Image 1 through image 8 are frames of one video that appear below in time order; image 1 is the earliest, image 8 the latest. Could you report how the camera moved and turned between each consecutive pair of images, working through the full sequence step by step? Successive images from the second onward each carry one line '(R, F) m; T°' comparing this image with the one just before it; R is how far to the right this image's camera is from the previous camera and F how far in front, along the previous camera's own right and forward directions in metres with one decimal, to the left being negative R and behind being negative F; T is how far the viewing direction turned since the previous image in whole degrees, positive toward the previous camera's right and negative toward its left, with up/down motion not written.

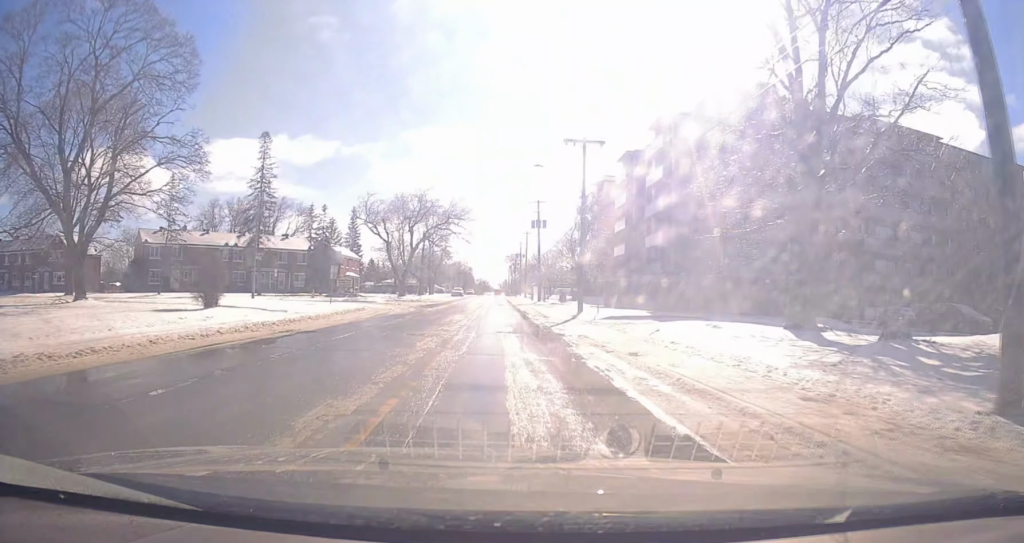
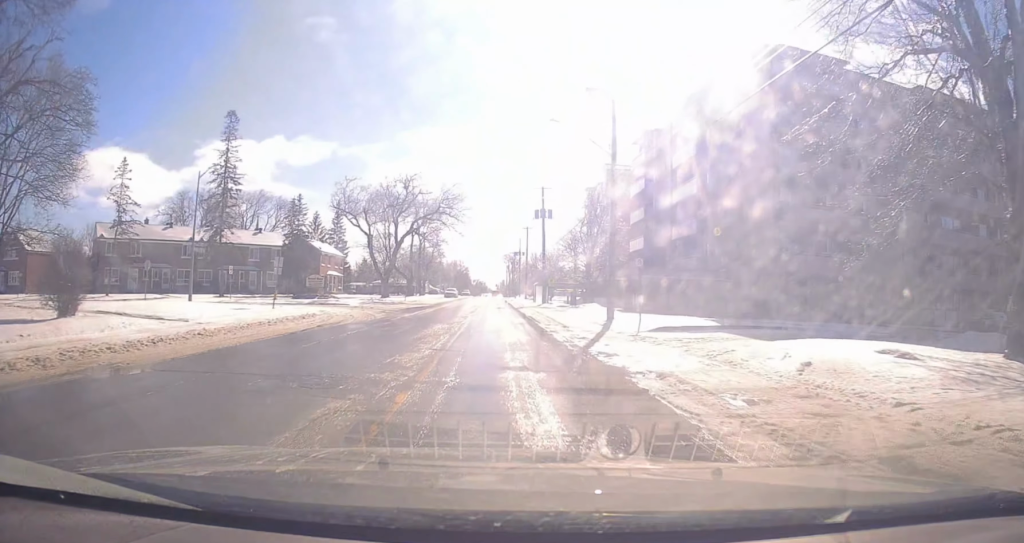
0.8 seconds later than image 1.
(0.0, +7.8) m; 0°
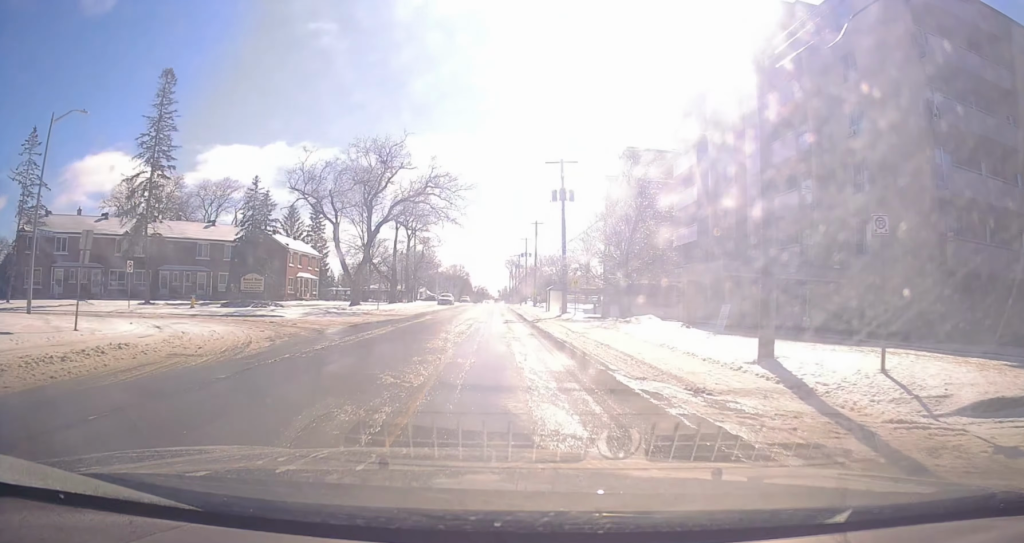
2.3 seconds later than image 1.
(0.0, +13.7) m; 0°
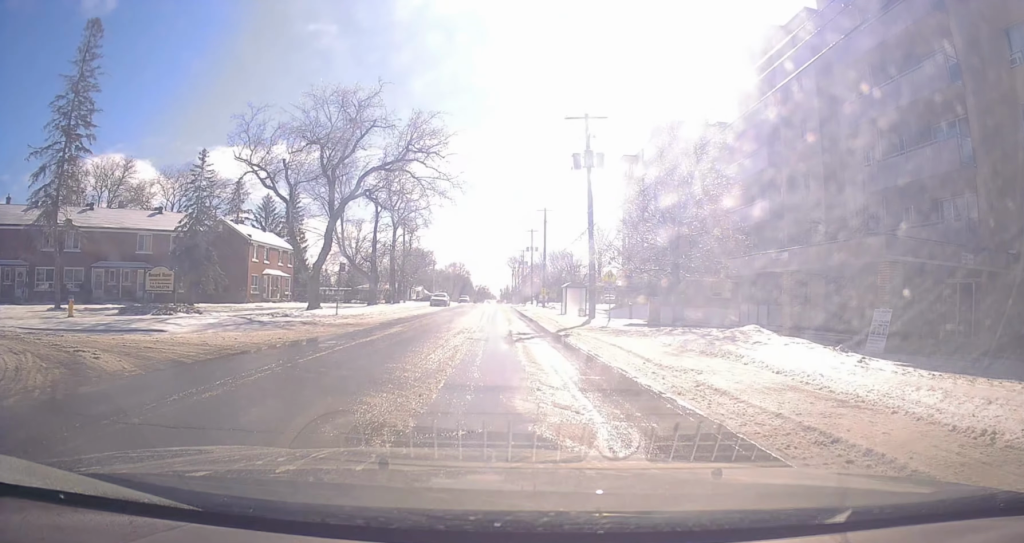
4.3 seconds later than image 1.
(0.0, +15.7) m; 0°
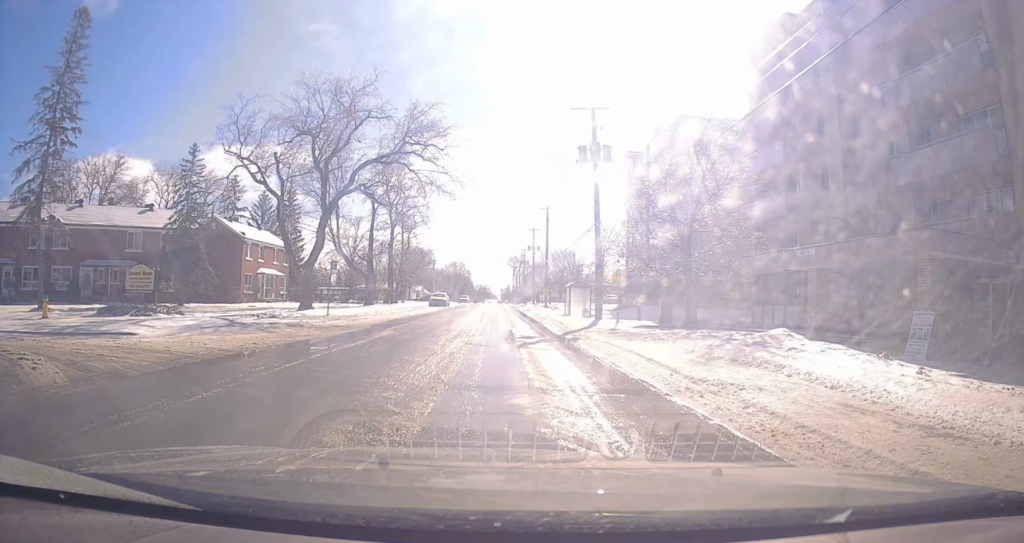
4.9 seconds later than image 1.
(0.0, +4.7) m; 0°
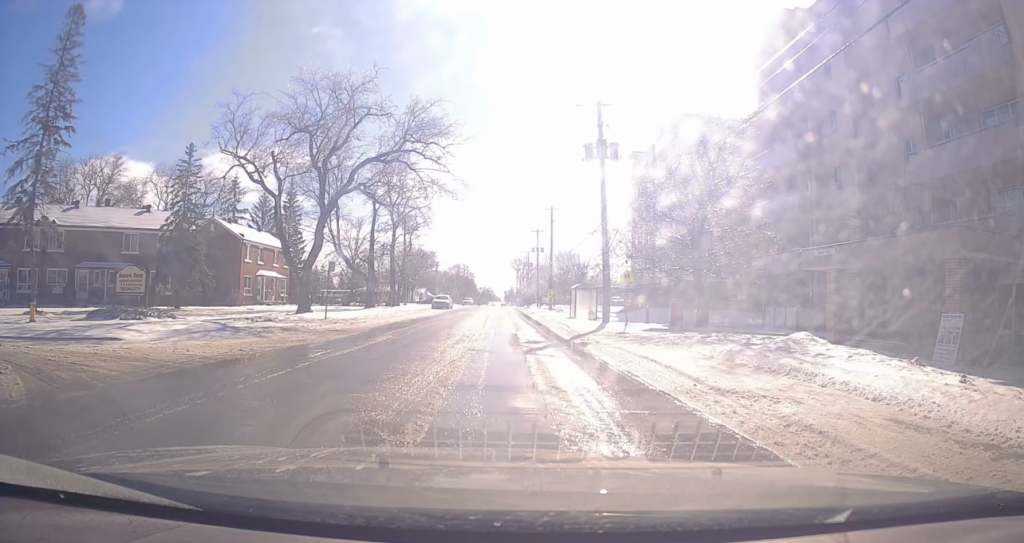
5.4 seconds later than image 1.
(0.0, +3.5) m; 0°
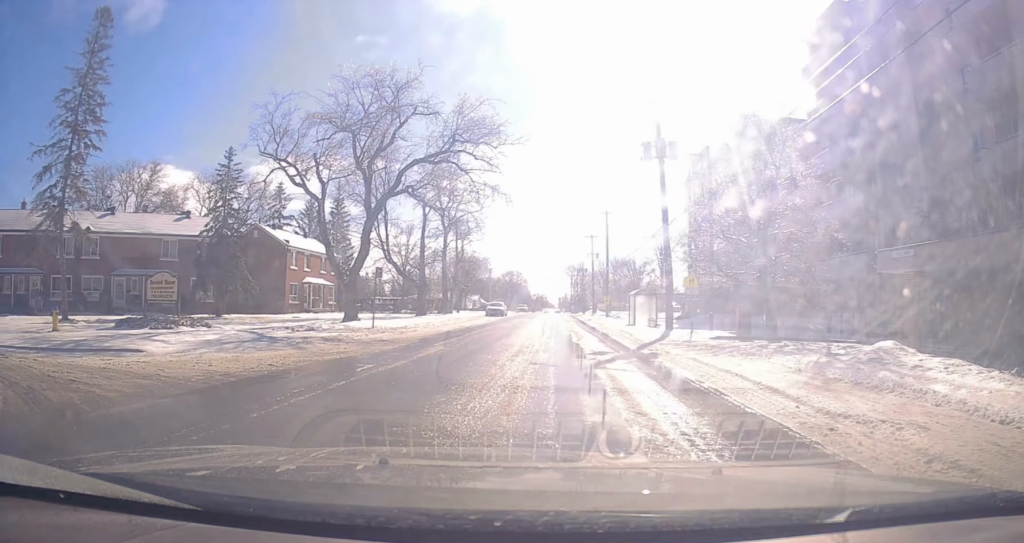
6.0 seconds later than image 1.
(0.0, +4.6) m; -1°
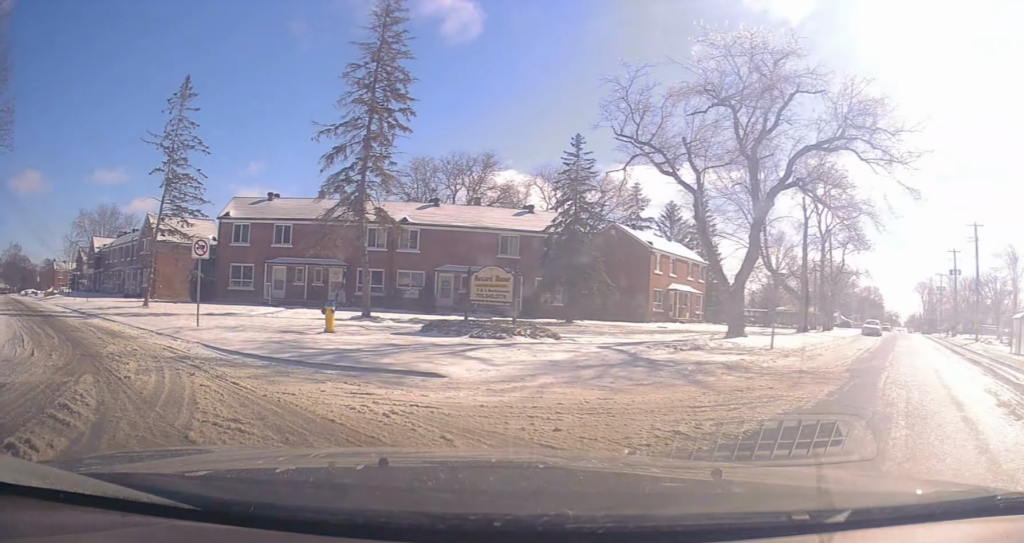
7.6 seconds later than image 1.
(-1.1, +5.4) m; -43°
